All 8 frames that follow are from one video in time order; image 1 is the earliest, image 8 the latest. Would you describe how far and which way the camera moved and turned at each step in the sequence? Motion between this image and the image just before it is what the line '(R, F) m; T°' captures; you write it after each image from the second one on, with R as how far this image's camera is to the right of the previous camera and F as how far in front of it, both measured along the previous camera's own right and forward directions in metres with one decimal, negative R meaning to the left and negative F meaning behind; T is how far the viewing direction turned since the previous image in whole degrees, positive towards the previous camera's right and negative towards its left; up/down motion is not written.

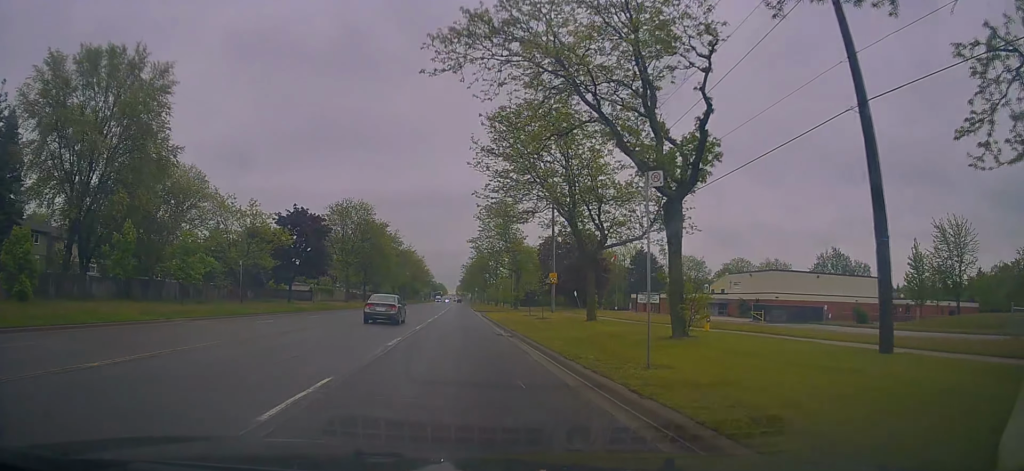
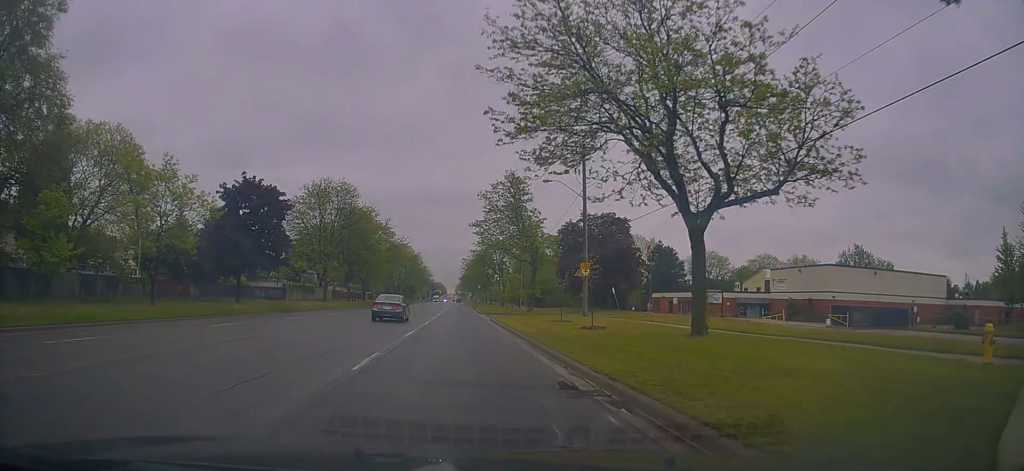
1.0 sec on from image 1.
(+0.4, +14.6) m; 0°
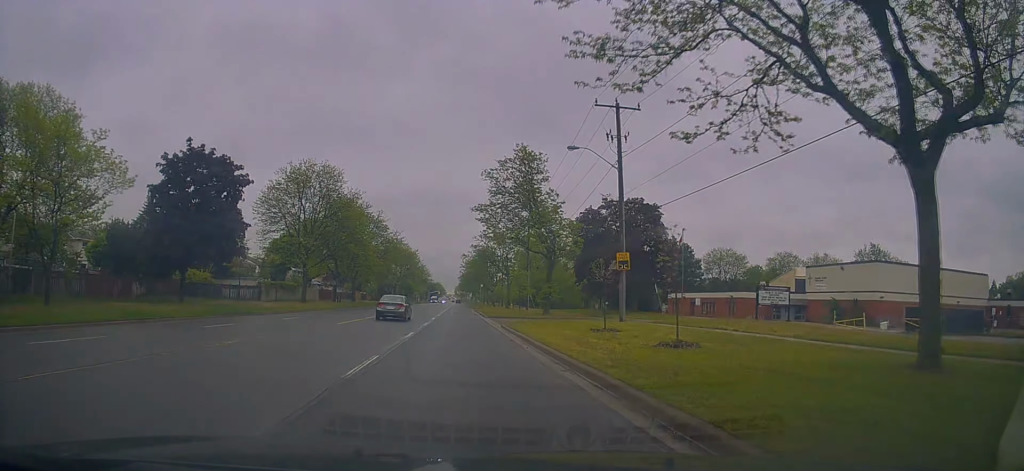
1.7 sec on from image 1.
(-0.2, +10.1) m; -1°
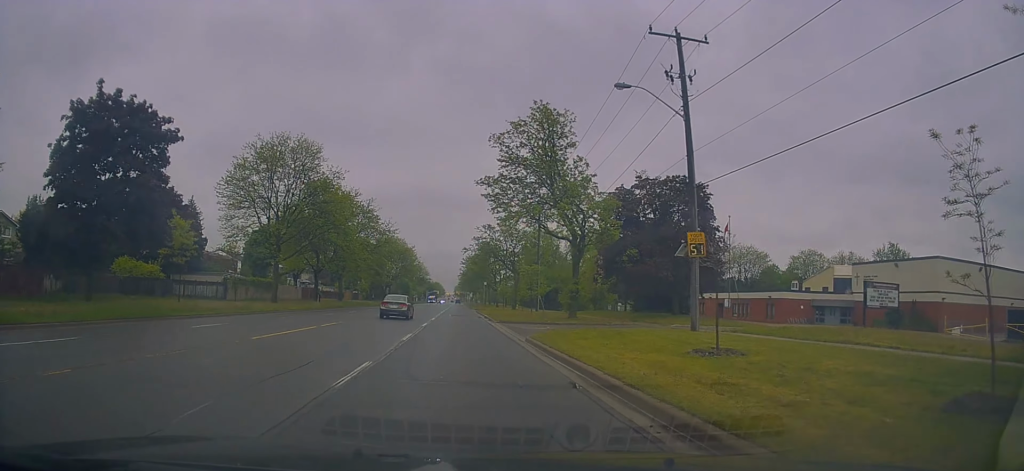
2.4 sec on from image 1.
(-0.2, +10.7) m; -1°
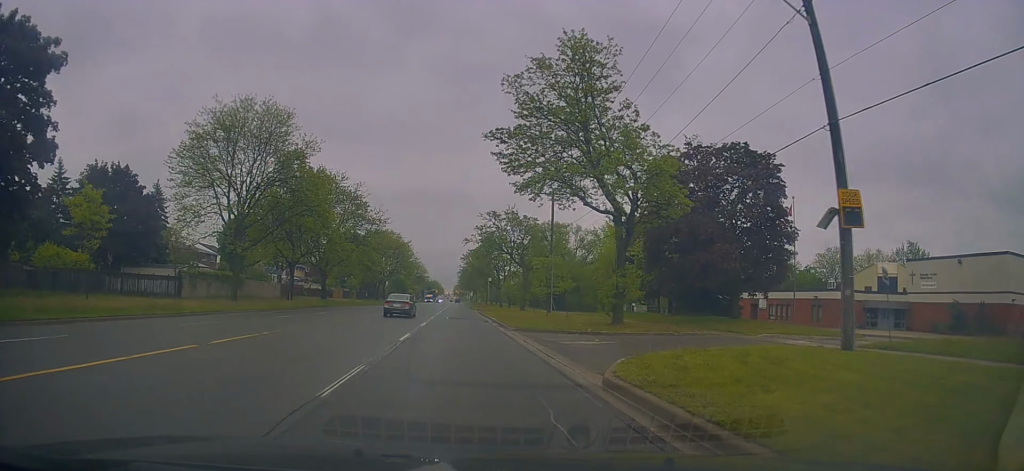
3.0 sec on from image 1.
(-0.1, +10.3) m; 0°
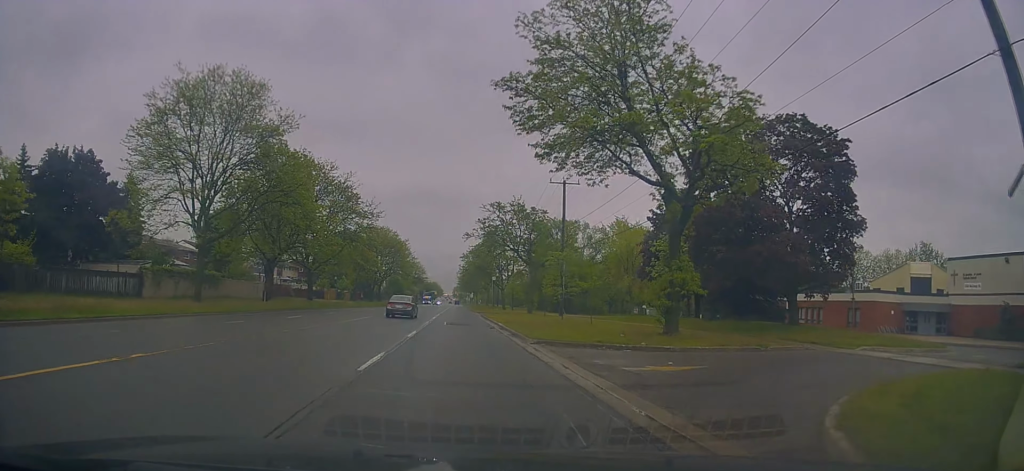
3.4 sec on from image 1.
(0.0, +6.5) m; +1°
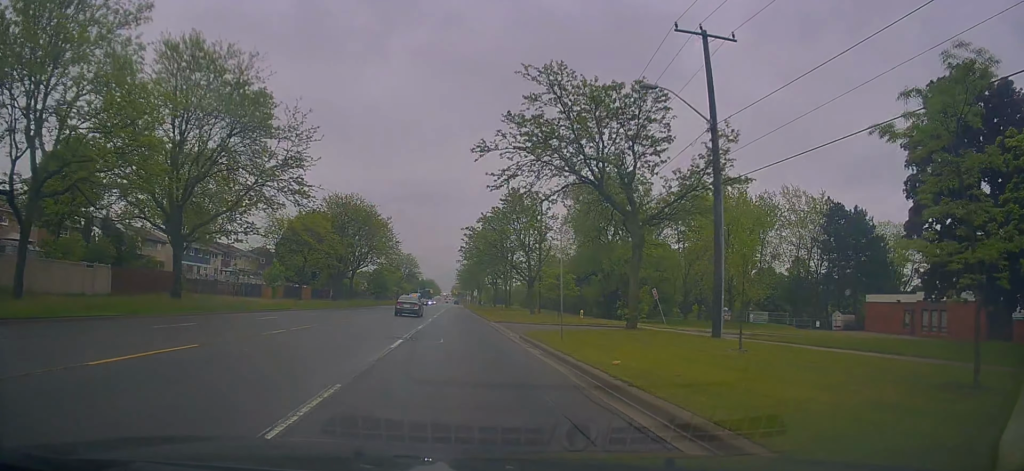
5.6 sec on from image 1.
(+0.9, +34.1) m; +2°
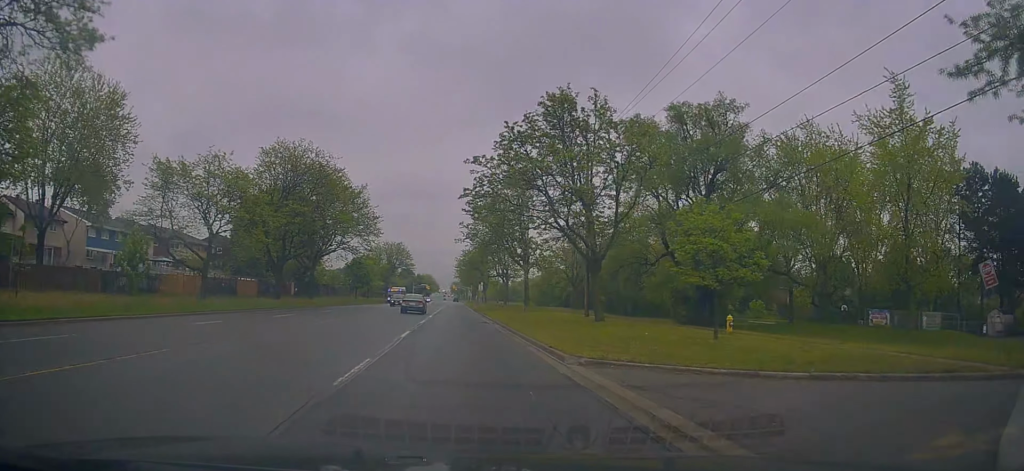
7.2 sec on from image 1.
(+0.1, +25.6) m; 0°
